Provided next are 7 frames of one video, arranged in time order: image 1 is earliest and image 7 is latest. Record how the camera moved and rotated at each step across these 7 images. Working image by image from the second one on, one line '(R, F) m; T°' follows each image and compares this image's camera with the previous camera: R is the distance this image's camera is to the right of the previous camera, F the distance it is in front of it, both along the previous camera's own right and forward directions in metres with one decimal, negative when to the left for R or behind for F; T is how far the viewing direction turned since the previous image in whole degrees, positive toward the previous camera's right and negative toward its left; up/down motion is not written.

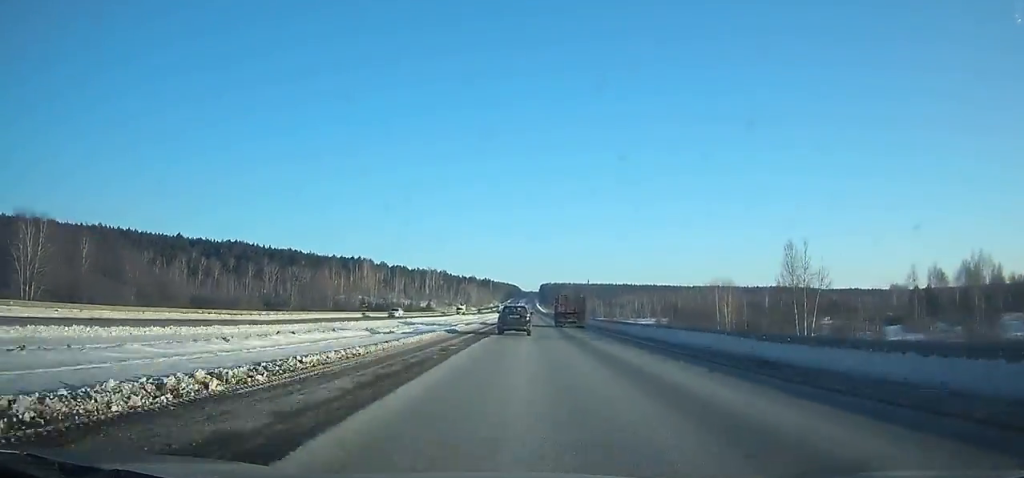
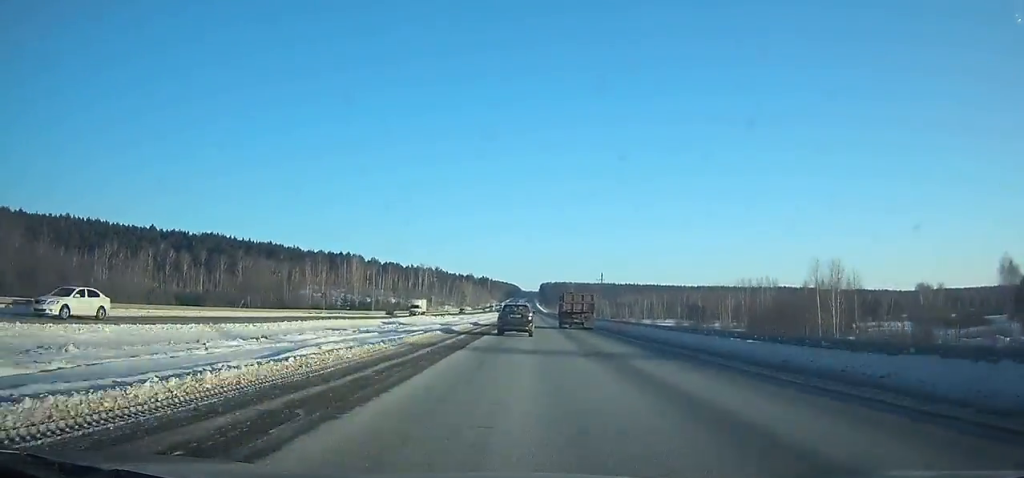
(+0.1, +33.1) m; 0°
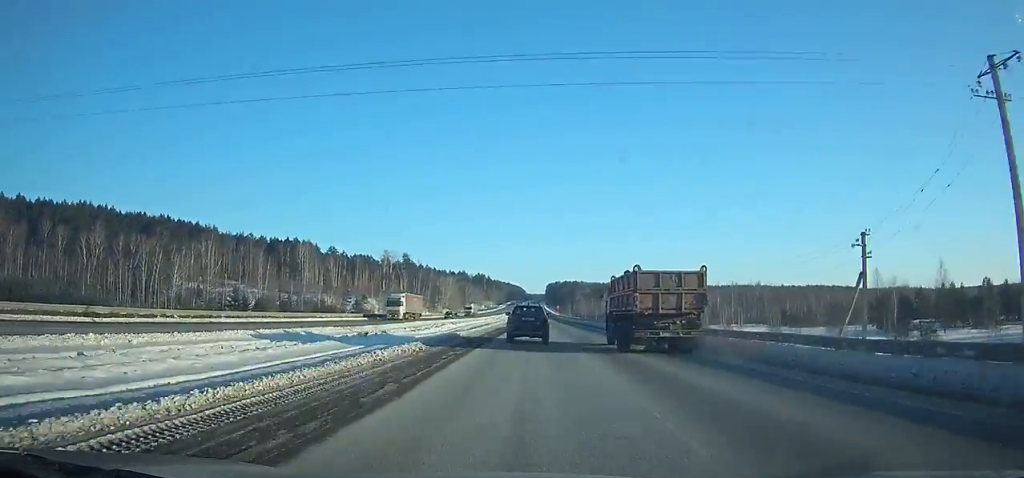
(+10.1, +120.7) m; +13°
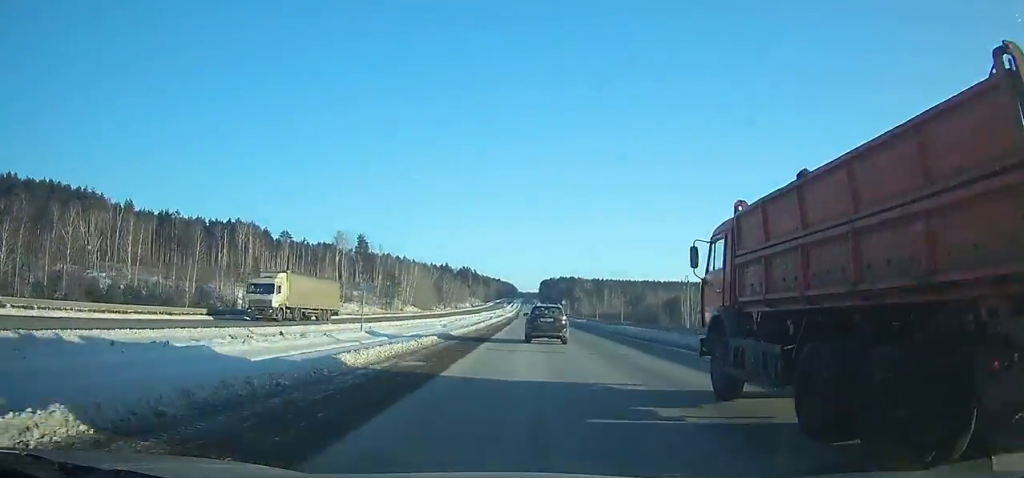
(+8.6, +58.2) m; -13°
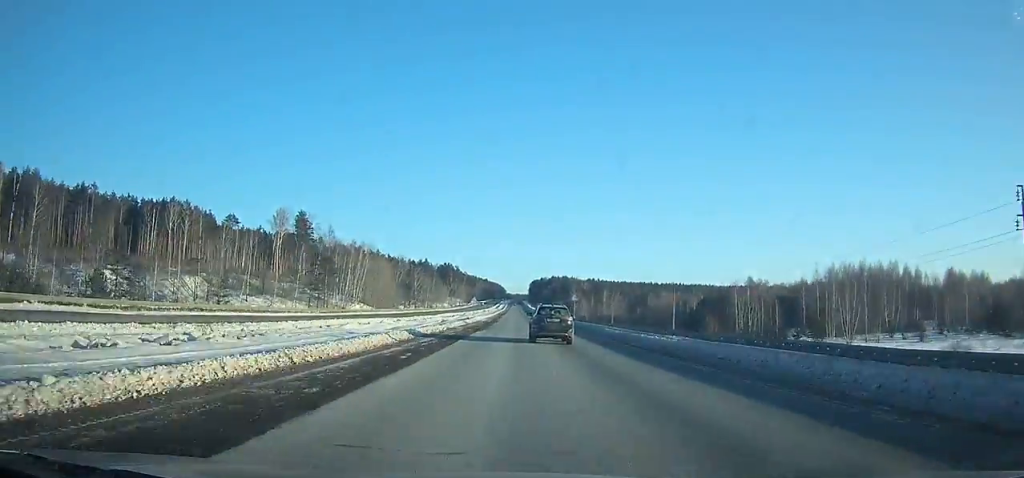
(-21.9, +58.1) m; -12°
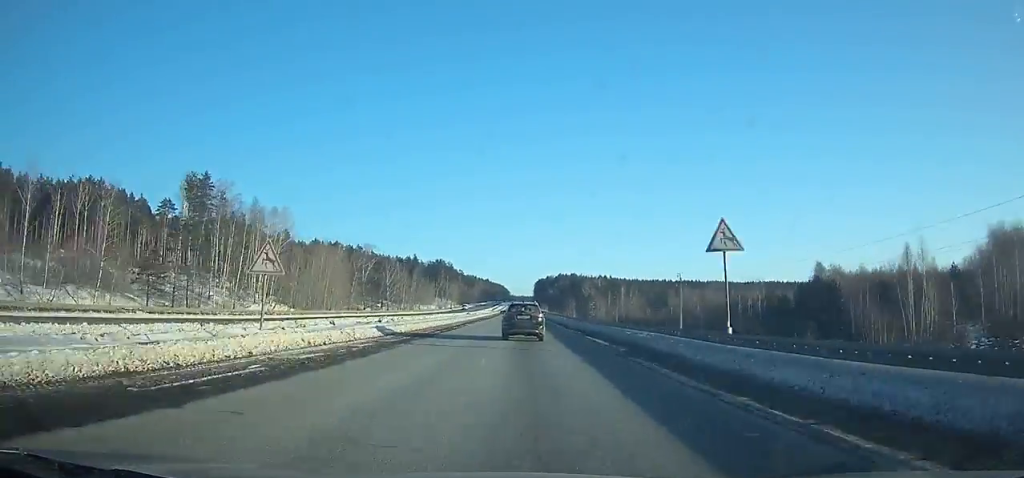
(+6.6, +62.5) m; +6°
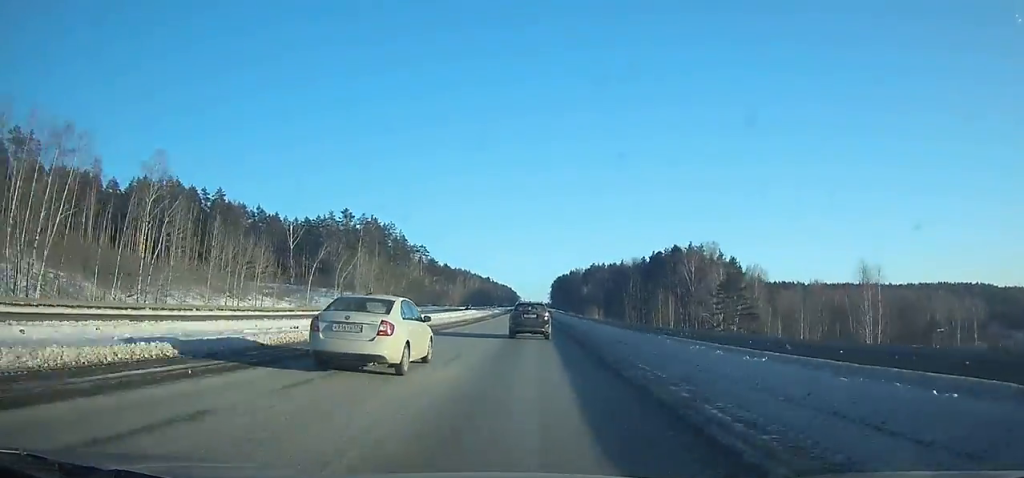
(+15.9, +201.8) m; +5°
